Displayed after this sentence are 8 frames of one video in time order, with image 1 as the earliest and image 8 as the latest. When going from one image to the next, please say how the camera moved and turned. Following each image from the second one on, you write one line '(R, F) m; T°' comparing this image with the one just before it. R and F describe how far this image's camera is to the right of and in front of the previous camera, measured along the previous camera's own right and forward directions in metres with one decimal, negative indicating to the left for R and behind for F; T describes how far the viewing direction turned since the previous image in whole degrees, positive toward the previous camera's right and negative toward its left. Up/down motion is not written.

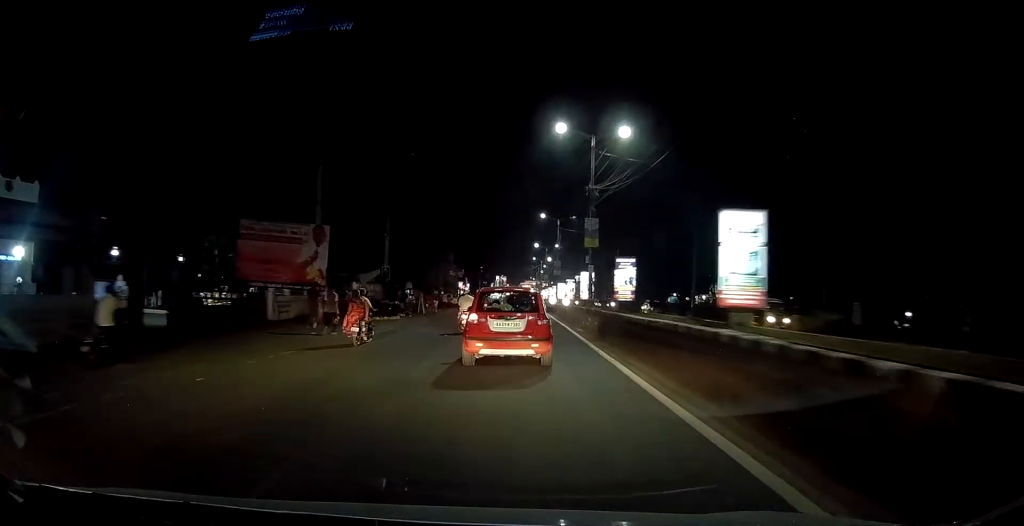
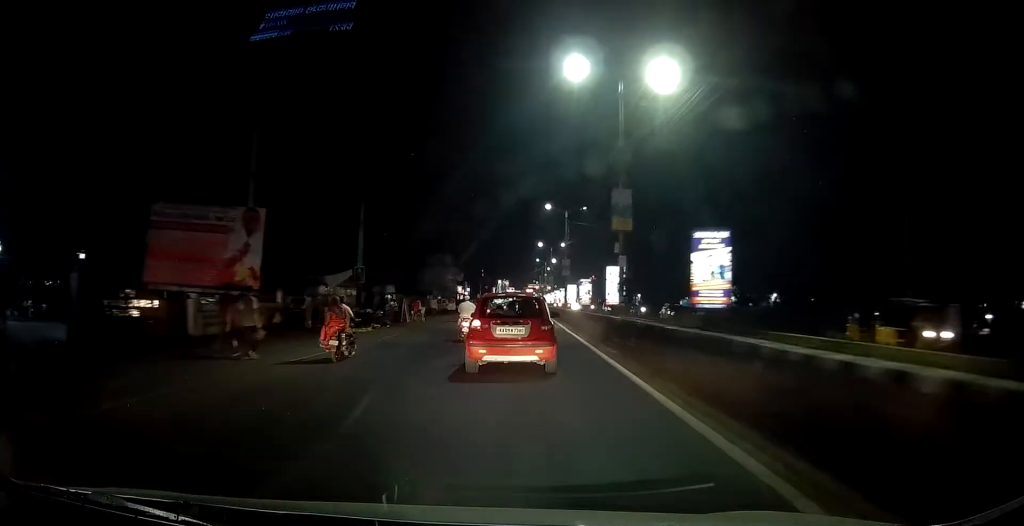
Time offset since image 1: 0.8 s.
(0.0, +7.4) m; -1°
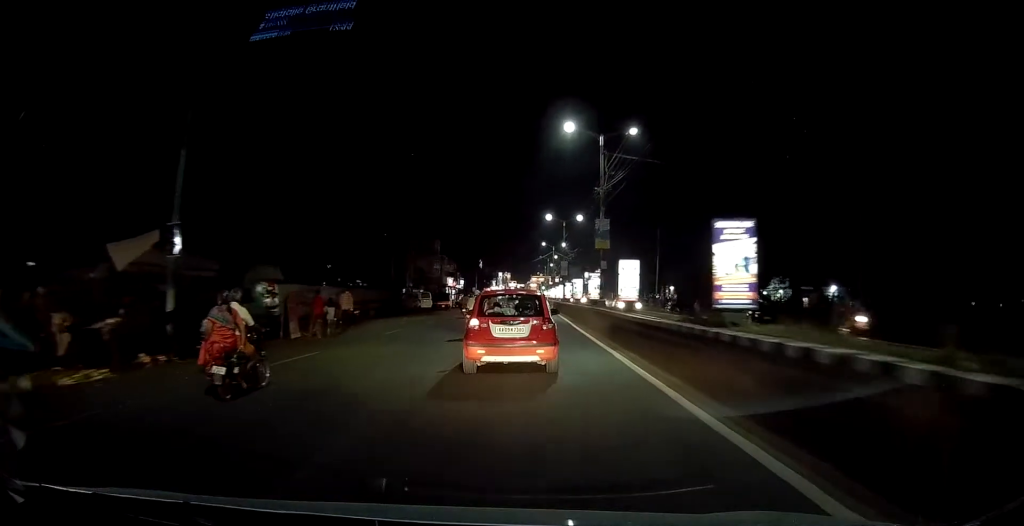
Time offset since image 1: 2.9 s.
(-0.6, +19.8) m; -2°
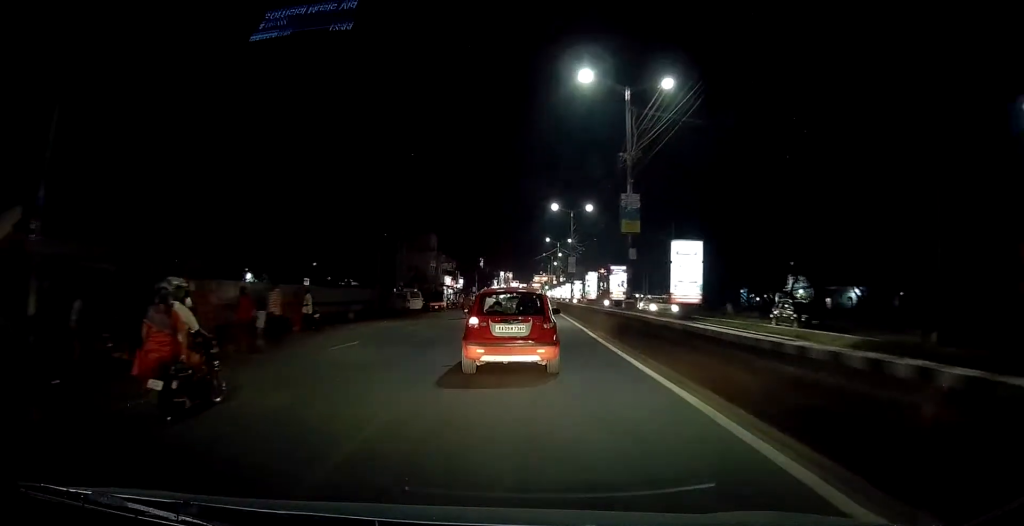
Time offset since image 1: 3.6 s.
(+0.1, +6.1) m; 0°
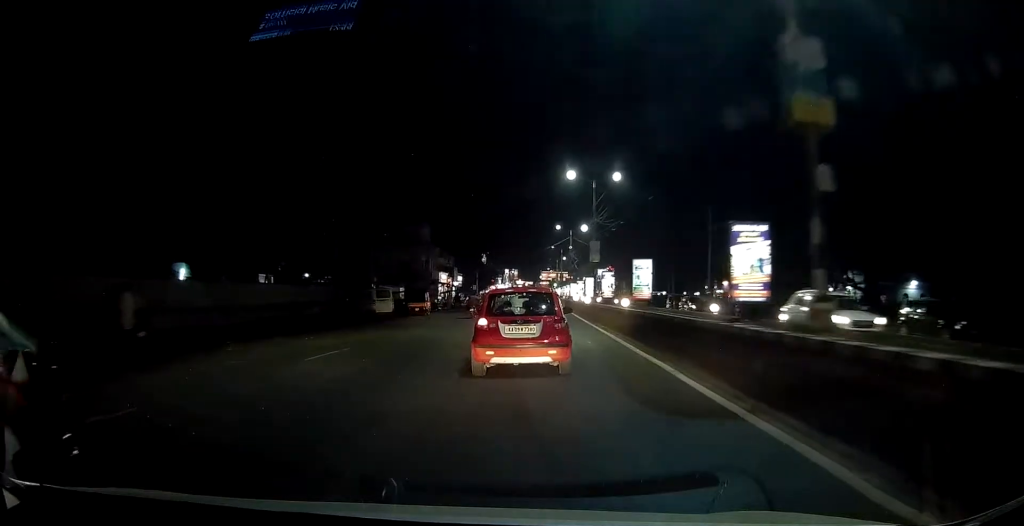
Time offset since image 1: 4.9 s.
(-0.1, +12.0) m; 0°
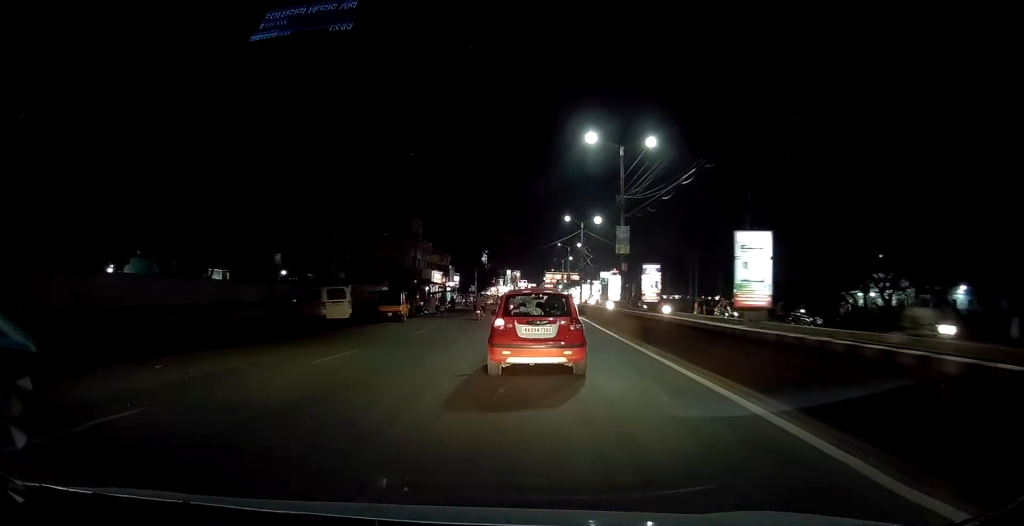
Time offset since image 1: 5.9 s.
(0.0, +9.0) m; 0°
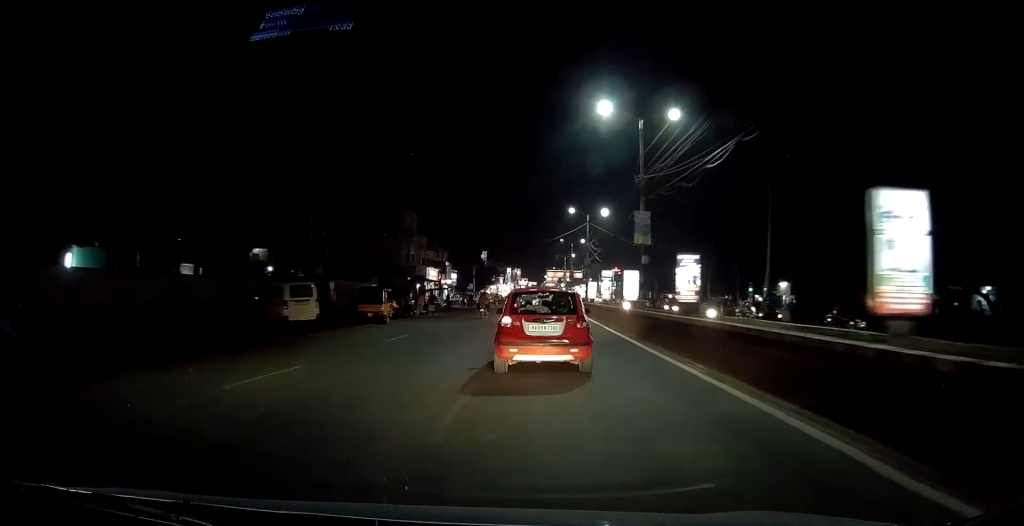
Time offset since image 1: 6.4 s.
(-0.2, +4.4) m; 0°
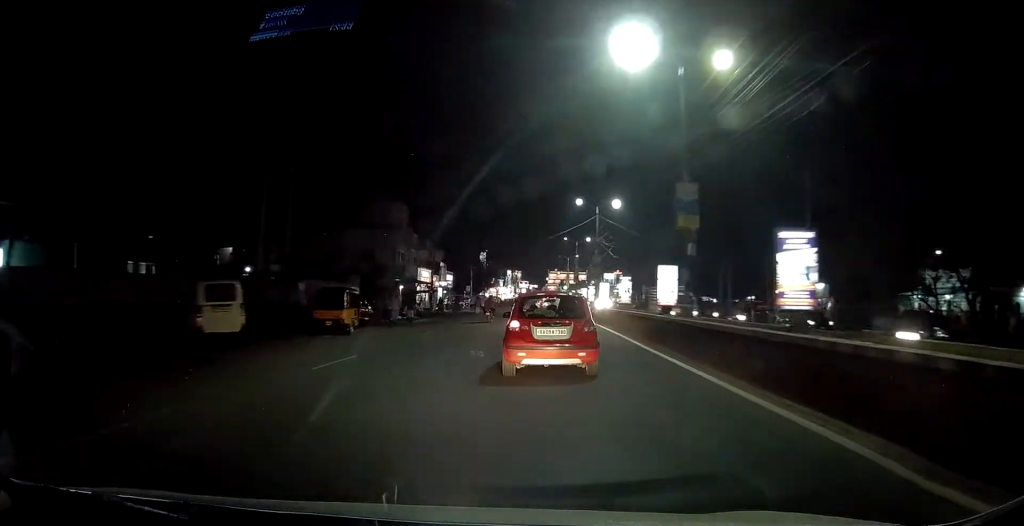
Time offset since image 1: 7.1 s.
(+0.3, +5.9) m; 0°
